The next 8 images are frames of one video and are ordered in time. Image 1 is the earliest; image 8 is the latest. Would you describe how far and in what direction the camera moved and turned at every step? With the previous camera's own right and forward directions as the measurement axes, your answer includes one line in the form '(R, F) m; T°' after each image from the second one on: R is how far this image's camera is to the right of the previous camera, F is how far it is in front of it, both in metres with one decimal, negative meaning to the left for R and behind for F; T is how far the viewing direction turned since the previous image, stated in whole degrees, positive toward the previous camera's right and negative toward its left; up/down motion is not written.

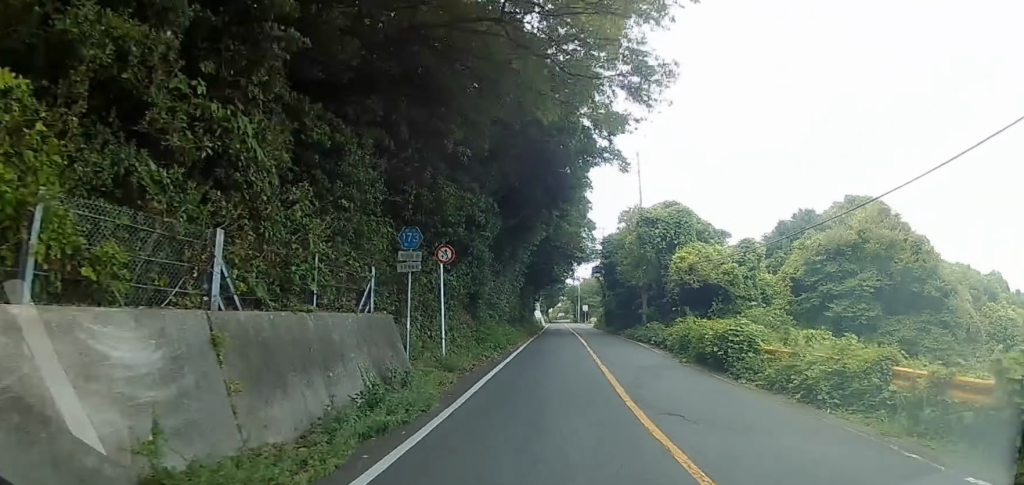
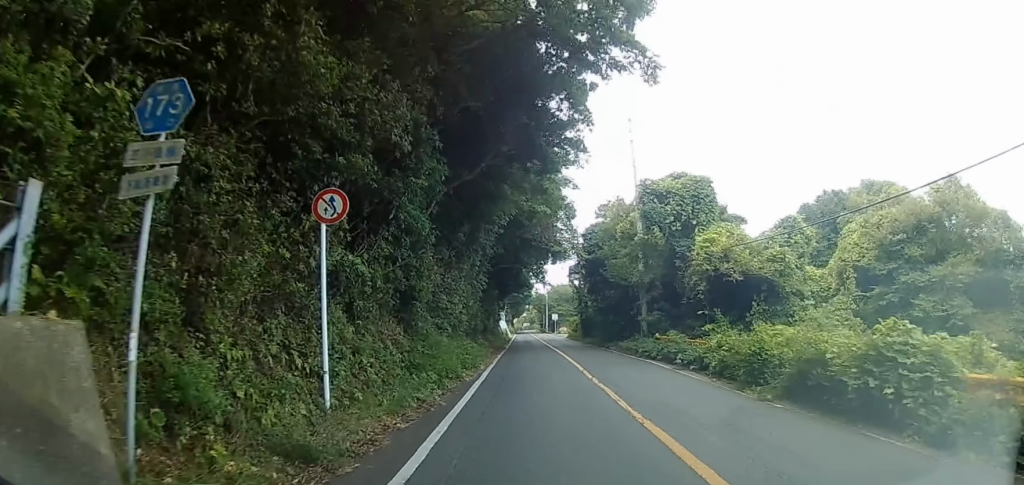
(+0.2, +7.2) m; +3°
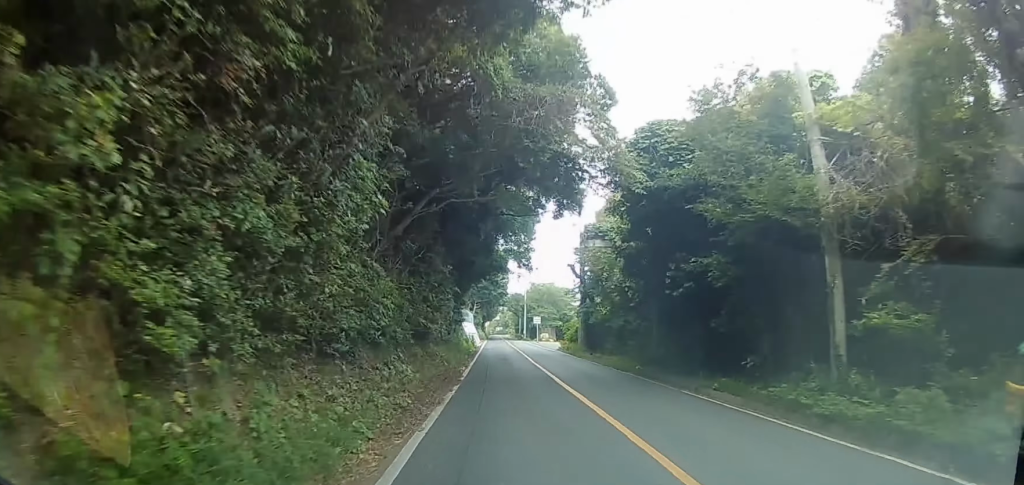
(+1.5, +18.3) m; +9°
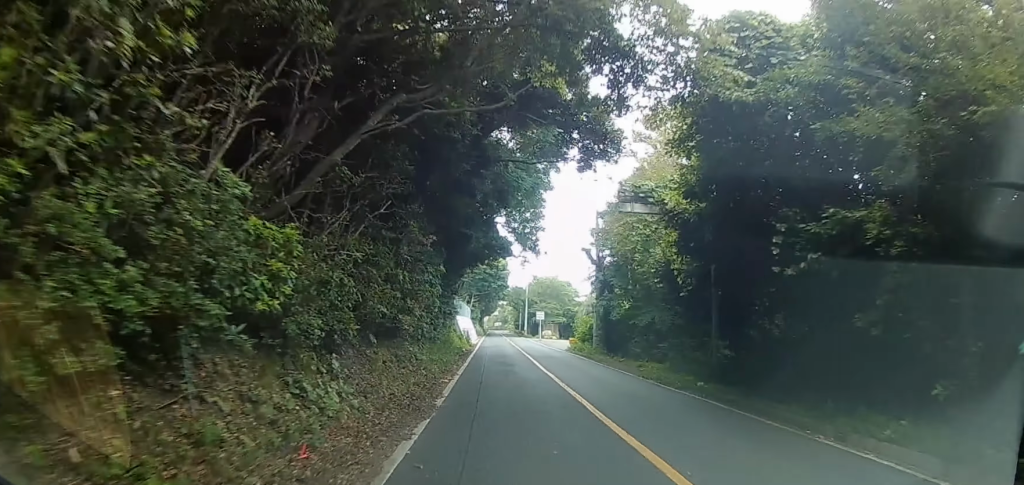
(+0.2, +7.3) m; +1°
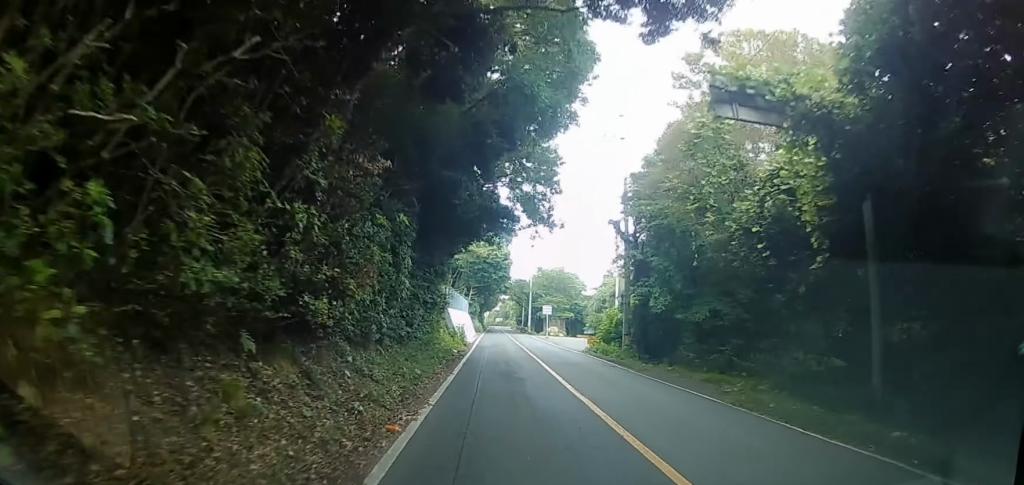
(-0.1, +8.6) m; -1°
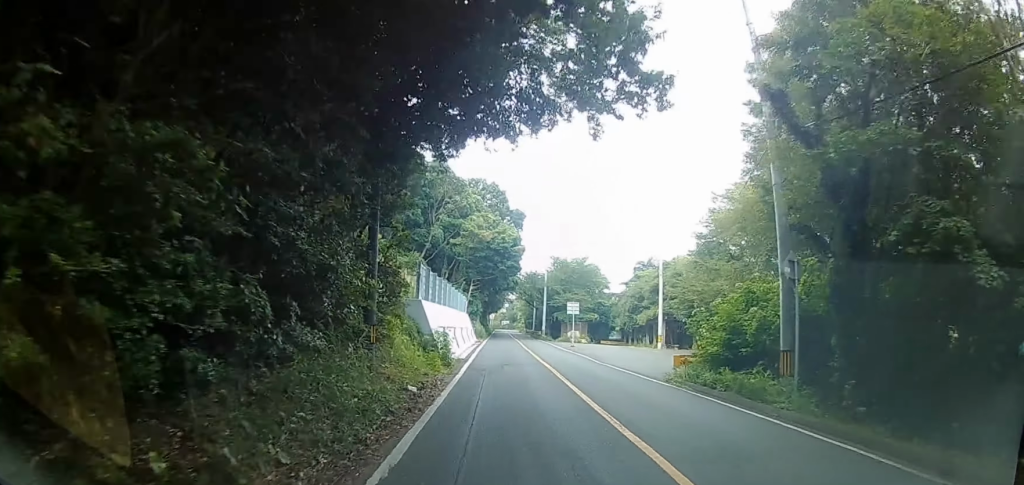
(-0.4, +18.7) m; -1°
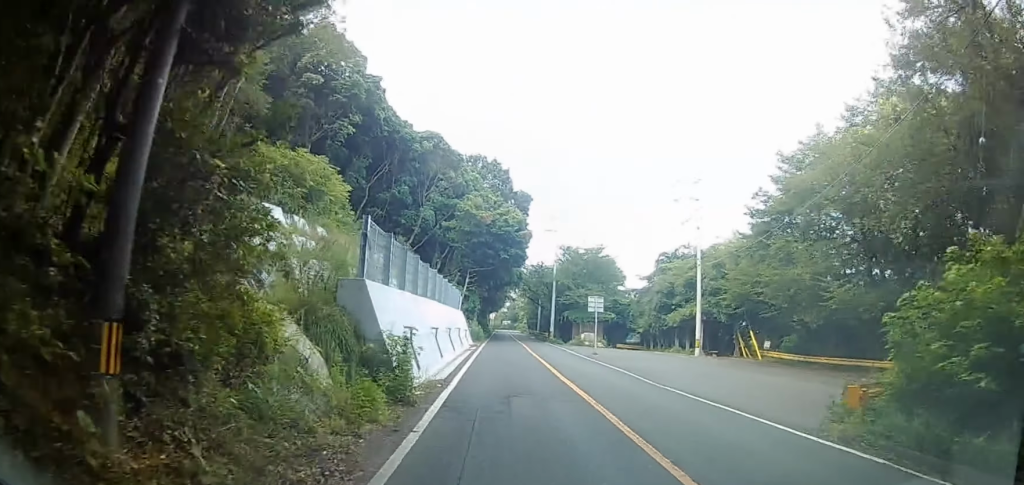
(+0.1, +11.0) m; +1°
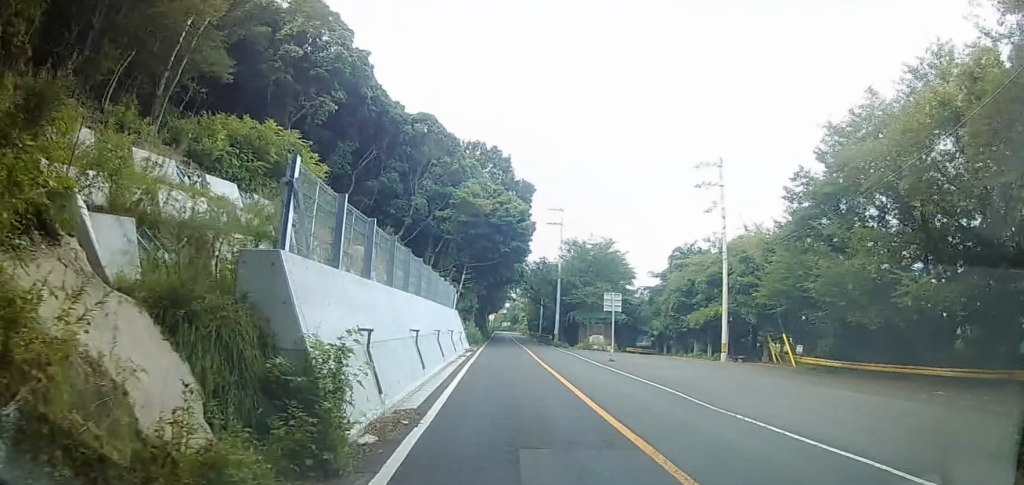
(+0.1, +6.1) m; +1°
